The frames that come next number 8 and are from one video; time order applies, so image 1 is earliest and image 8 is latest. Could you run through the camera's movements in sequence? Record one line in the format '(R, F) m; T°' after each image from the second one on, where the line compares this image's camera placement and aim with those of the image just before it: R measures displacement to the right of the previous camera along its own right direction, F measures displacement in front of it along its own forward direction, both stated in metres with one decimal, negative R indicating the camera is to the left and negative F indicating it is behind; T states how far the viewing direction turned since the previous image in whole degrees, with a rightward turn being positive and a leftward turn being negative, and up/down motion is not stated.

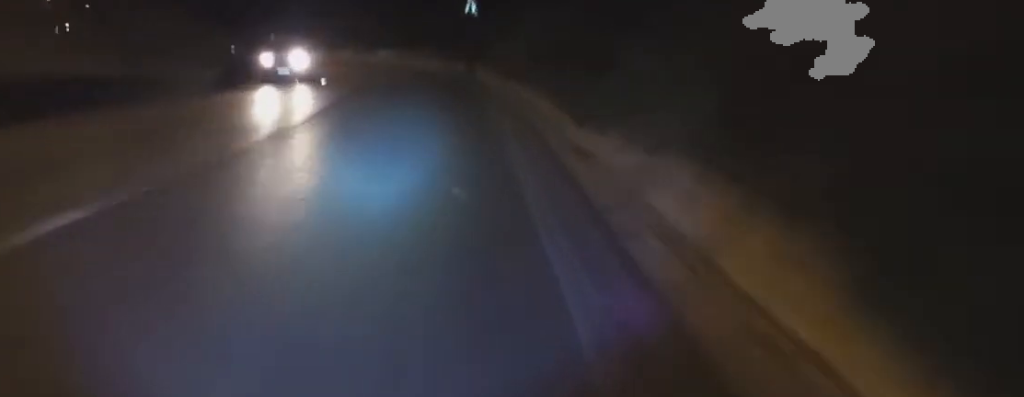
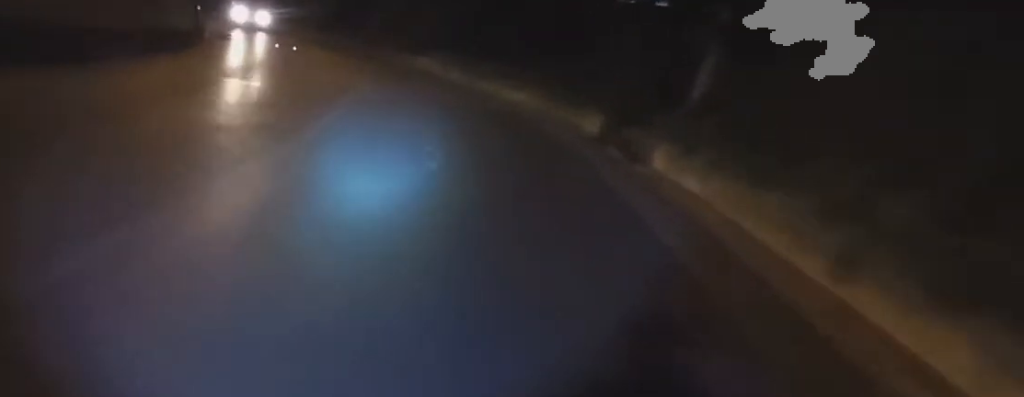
(+0.6, +11.9) m; -2°
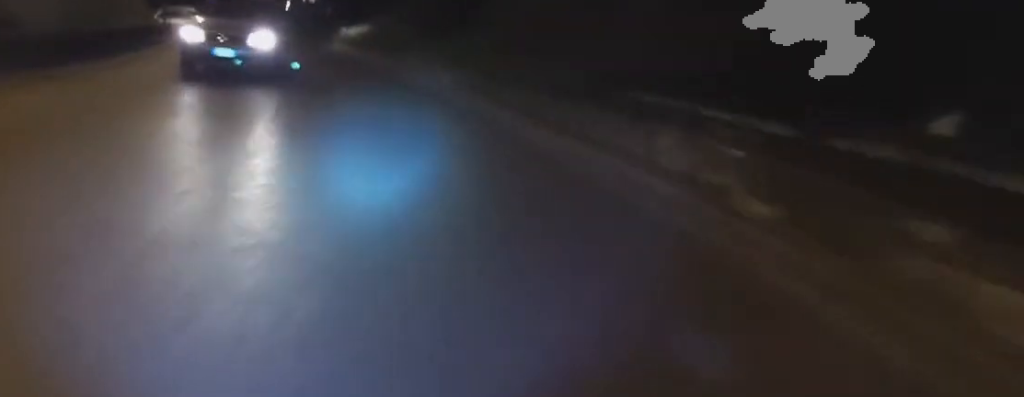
(-1.0, +14.2) m; -5°
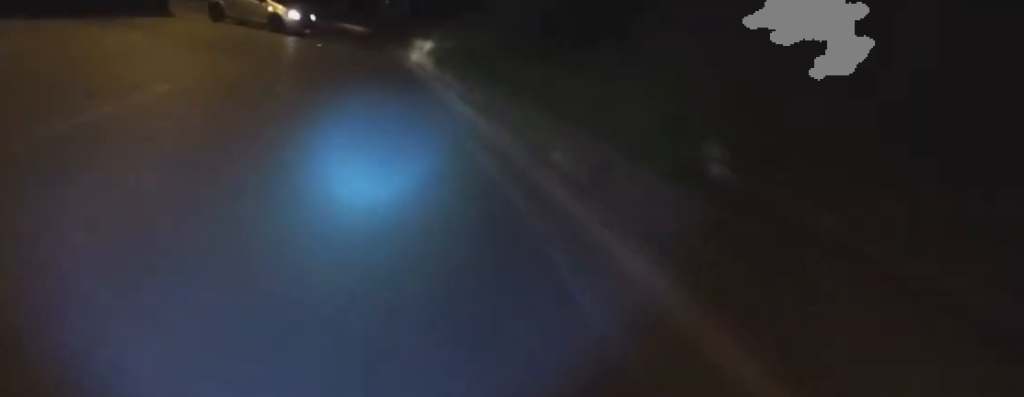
(0.0, +7.4) m; -6°
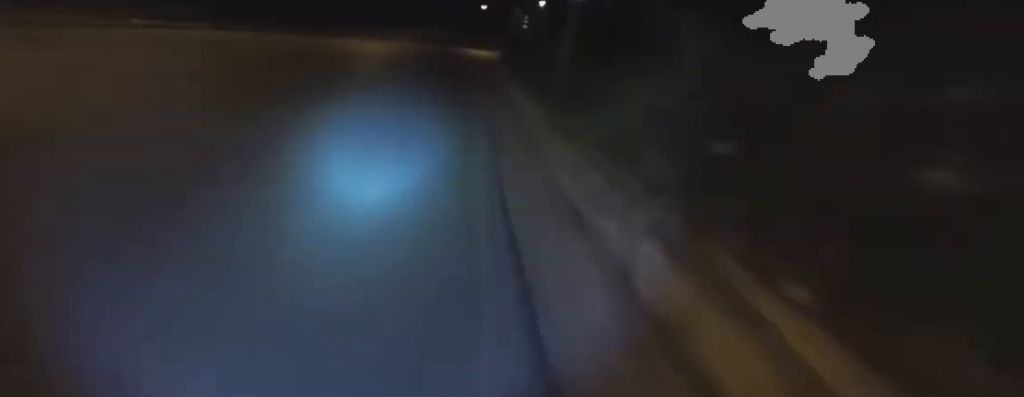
(-6.5, +19.4) m; -27°
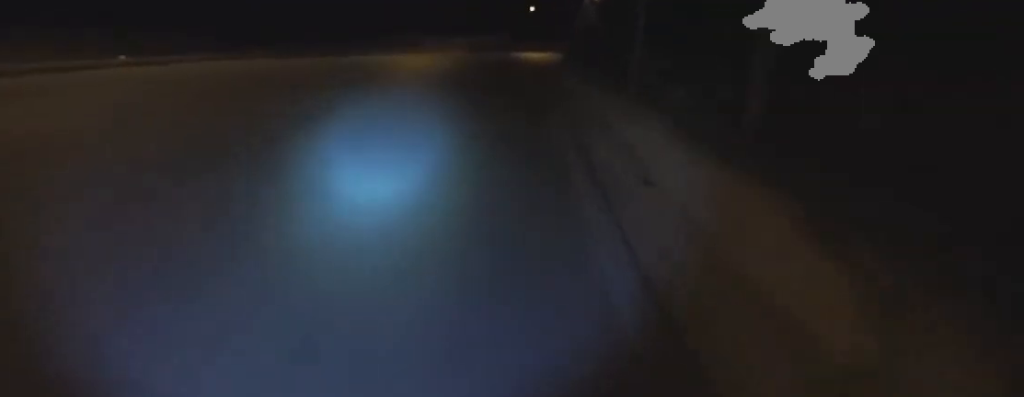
(-0.2, +4.9) m; +3°
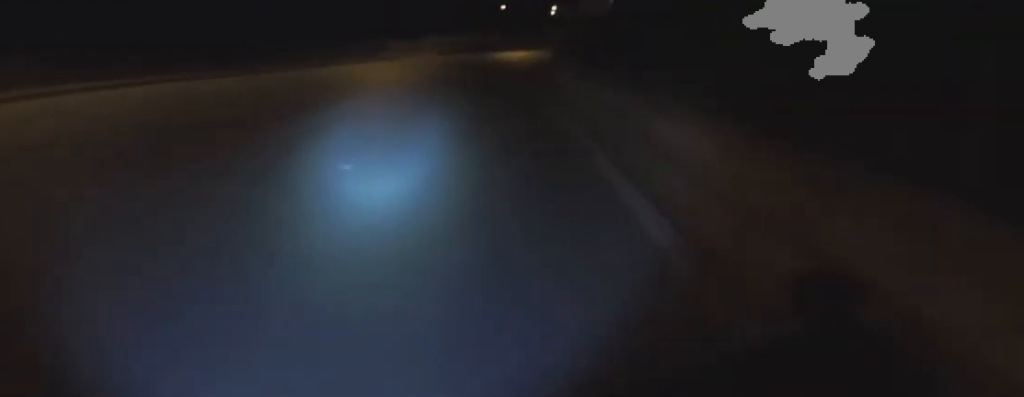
(+0.9, +5.6) m; +7°
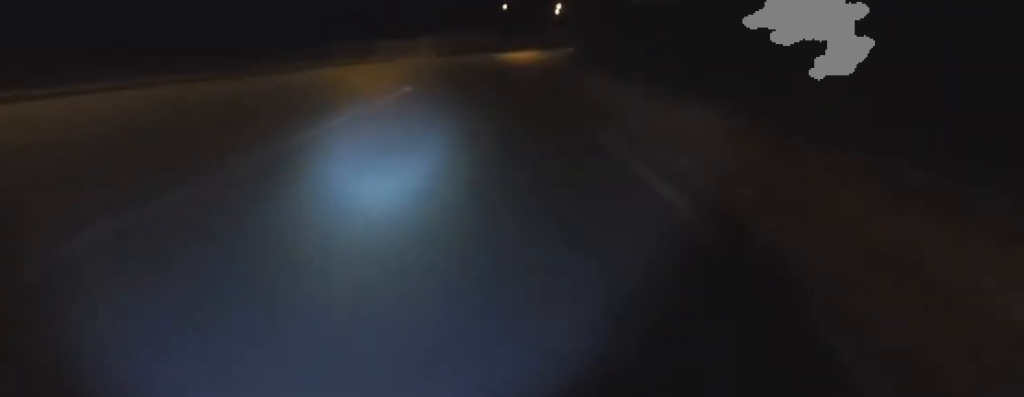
(+0.1, +4.3) m; +2°
